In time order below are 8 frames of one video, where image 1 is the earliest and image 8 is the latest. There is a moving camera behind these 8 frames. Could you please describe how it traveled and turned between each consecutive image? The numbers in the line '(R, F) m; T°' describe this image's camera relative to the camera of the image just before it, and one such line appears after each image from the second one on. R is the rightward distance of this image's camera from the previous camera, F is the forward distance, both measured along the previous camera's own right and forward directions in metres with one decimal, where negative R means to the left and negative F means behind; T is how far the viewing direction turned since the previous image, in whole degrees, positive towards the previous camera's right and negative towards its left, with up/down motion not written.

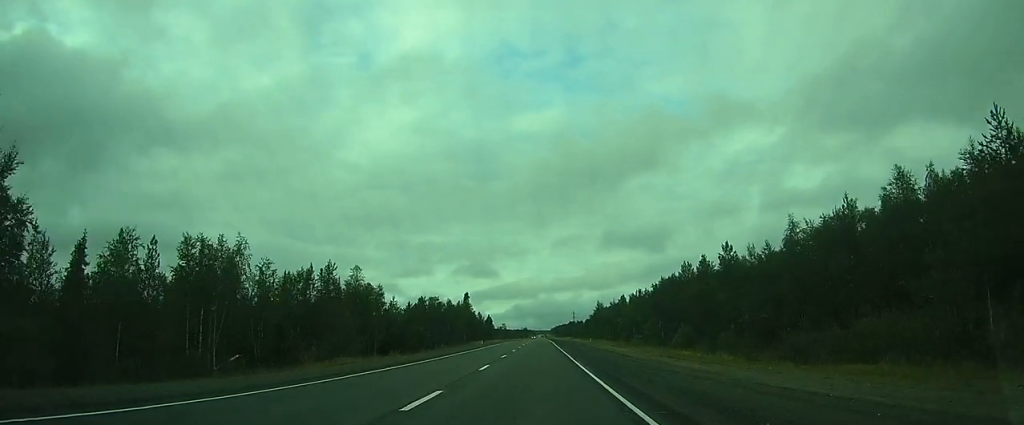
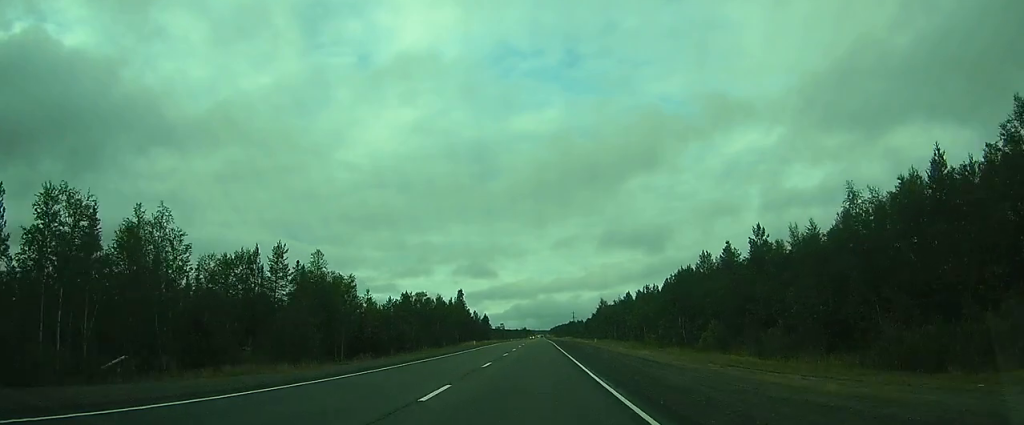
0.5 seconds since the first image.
(-0.1, +10.6) m; 0°
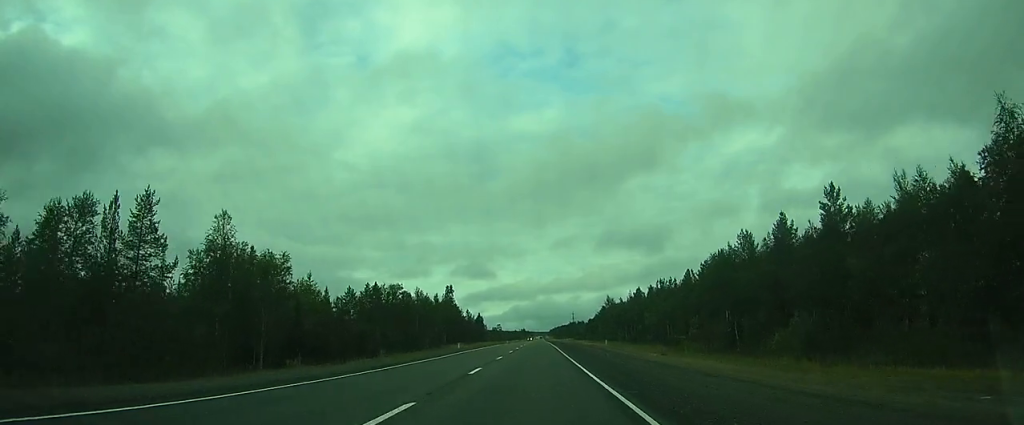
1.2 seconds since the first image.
(+0.1, +15.6) m; 0°
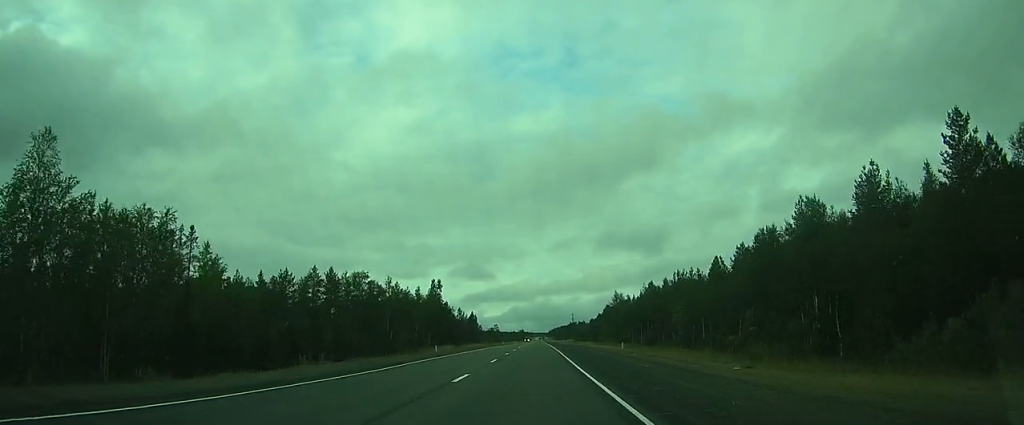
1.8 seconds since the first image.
(0.0, +14.6) m; 0°
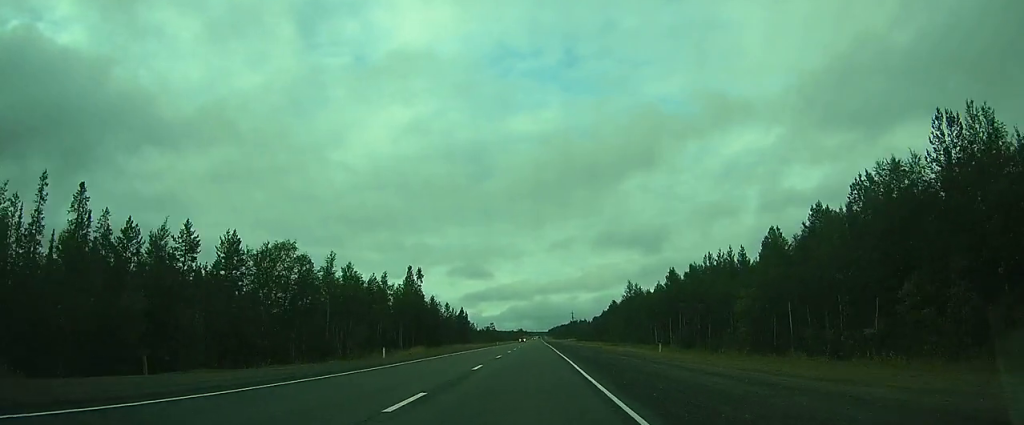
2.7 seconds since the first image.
(0.0, +17.9) m; 0°
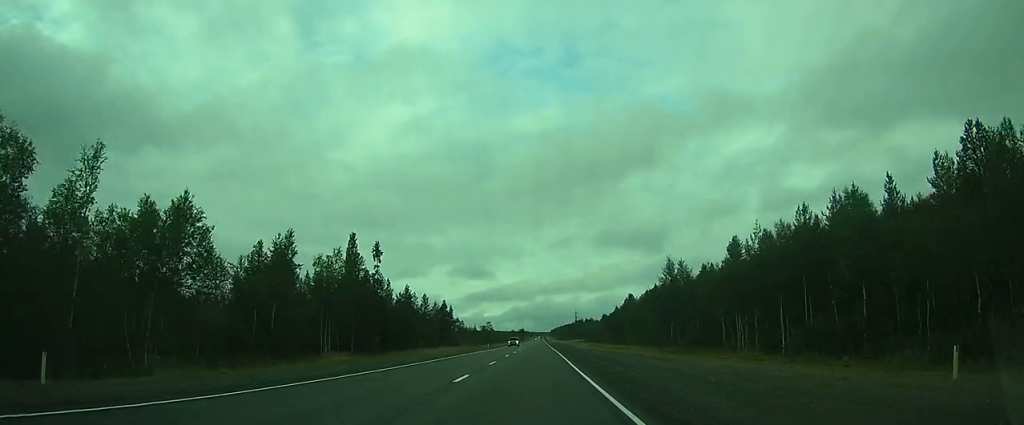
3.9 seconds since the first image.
(+0.2, +27.1) m; 0°
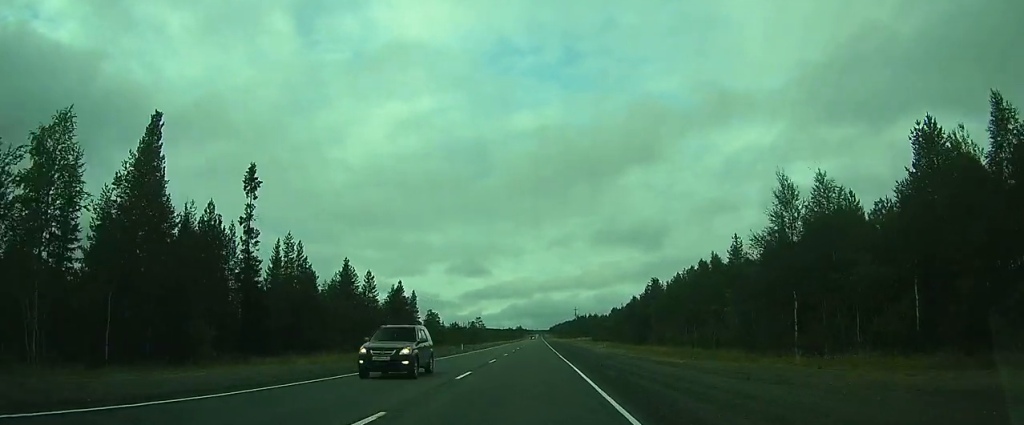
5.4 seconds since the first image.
(0.0, +34.5) m; 0°
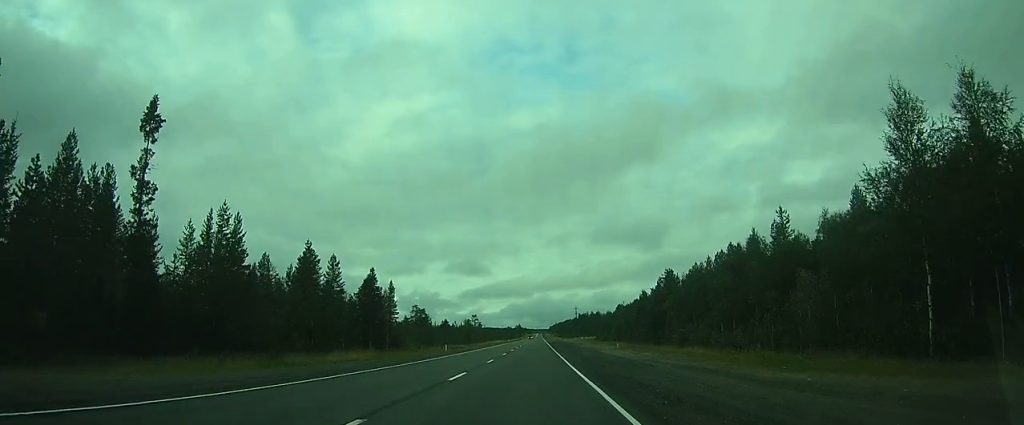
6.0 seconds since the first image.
(-0.1, +14.9) m; -2°
